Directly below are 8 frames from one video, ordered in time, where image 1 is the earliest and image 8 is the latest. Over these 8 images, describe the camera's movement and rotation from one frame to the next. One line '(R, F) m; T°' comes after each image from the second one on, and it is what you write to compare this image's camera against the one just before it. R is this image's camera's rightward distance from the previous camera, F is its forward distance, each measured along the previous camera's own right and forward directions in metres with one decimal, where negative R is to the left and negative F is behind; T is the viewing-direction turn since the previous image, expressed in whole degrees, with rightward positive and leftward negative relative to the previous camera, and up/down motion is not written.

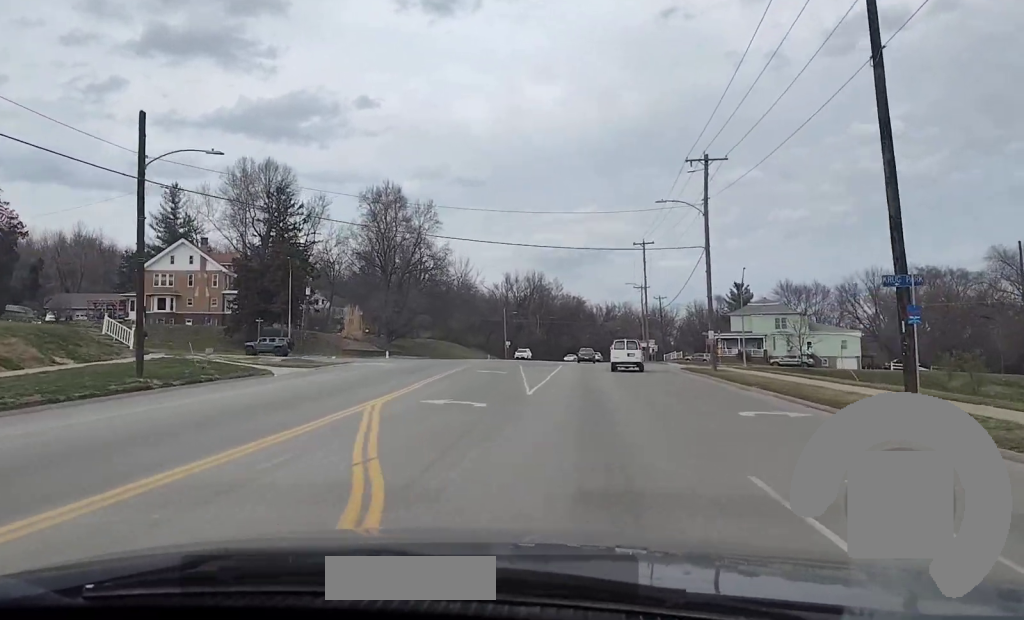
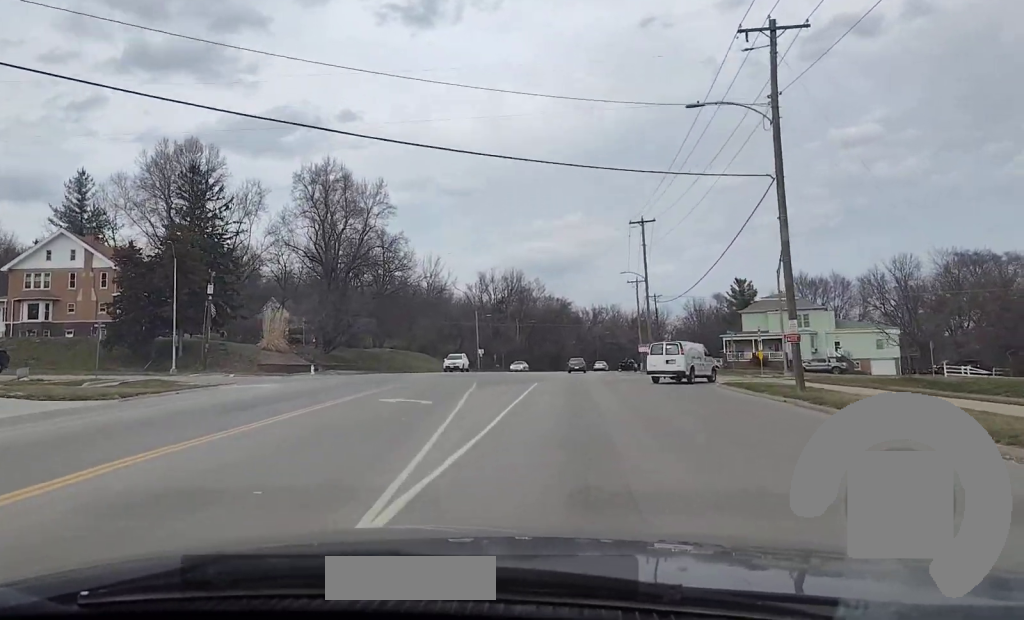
(0.0, +22.5) m; 0°
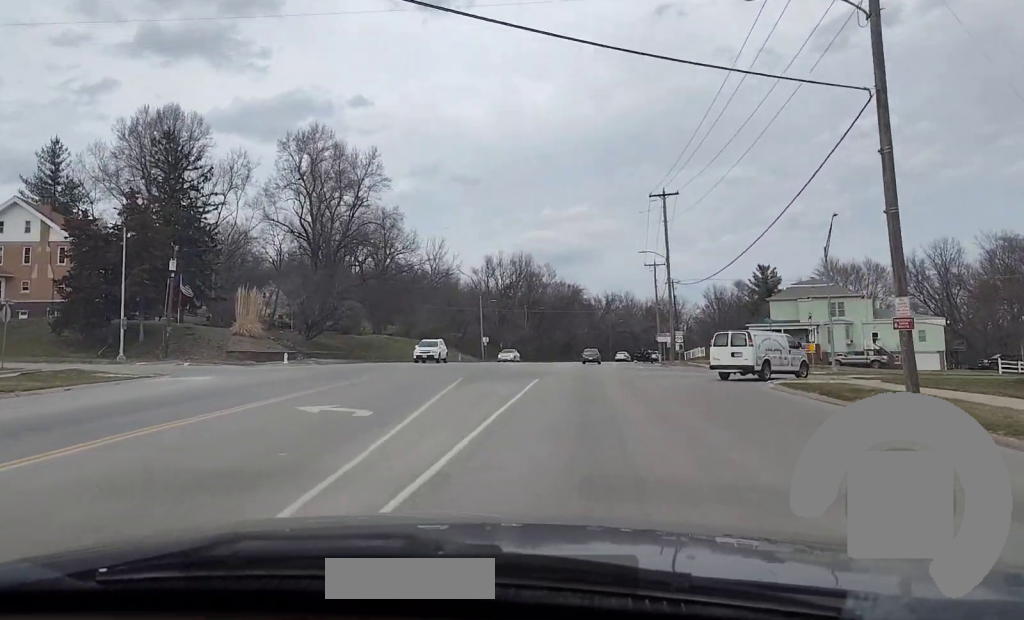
(0.0, +9.1) m; 0°
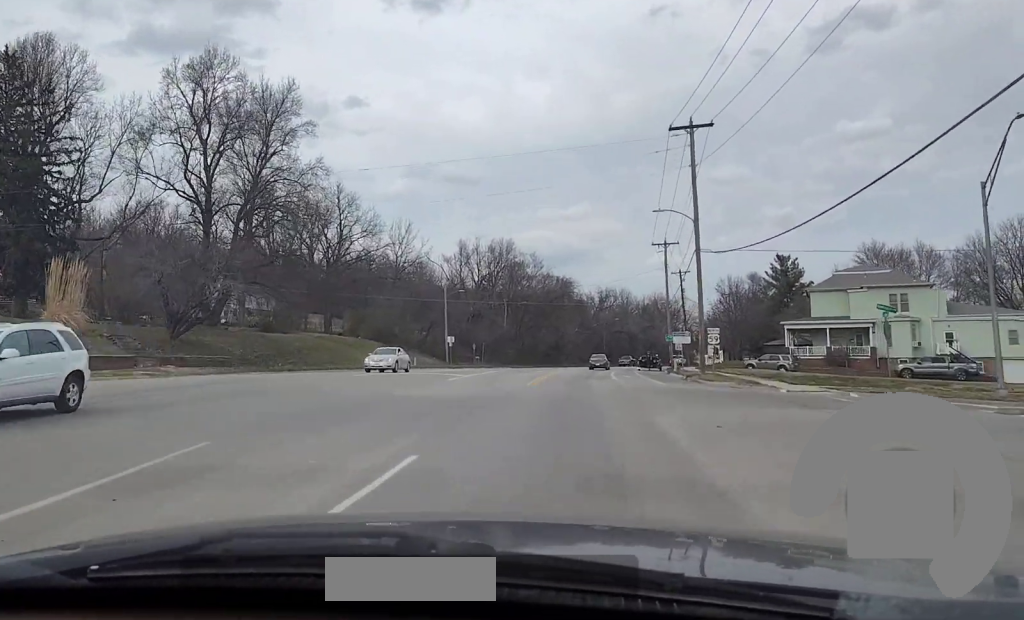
(+0.1, +23.7) m; +1°
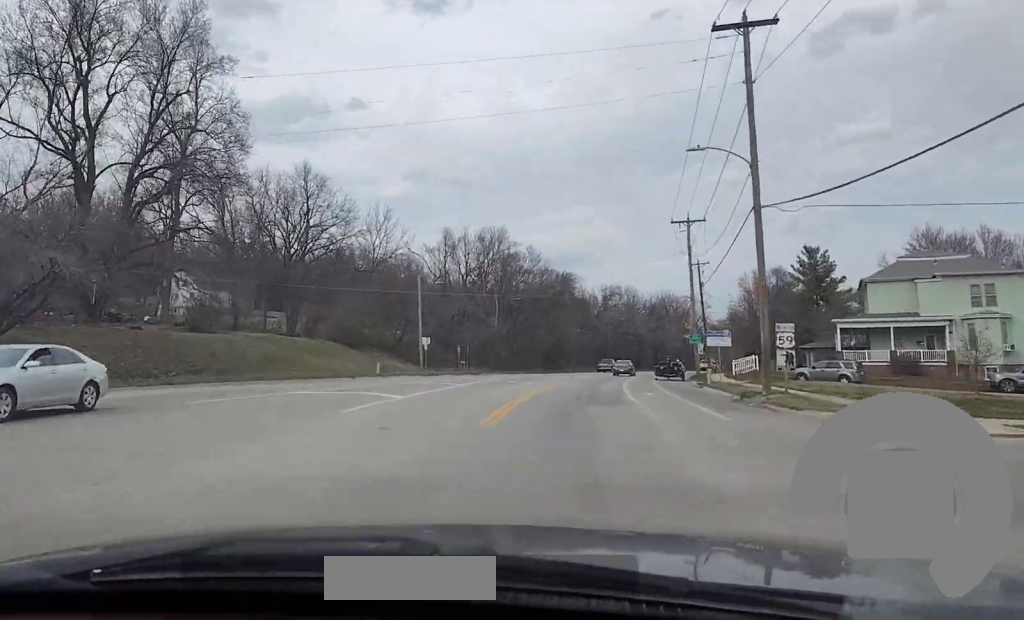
(+0.1, +16.1) m; 0°
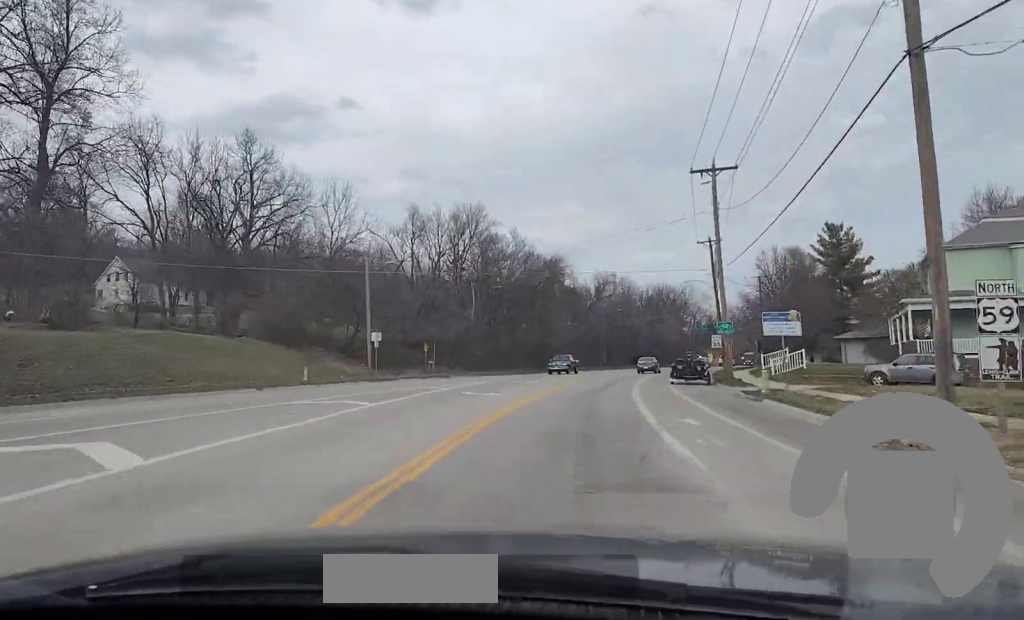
(0.0, +16.0) m; 0°
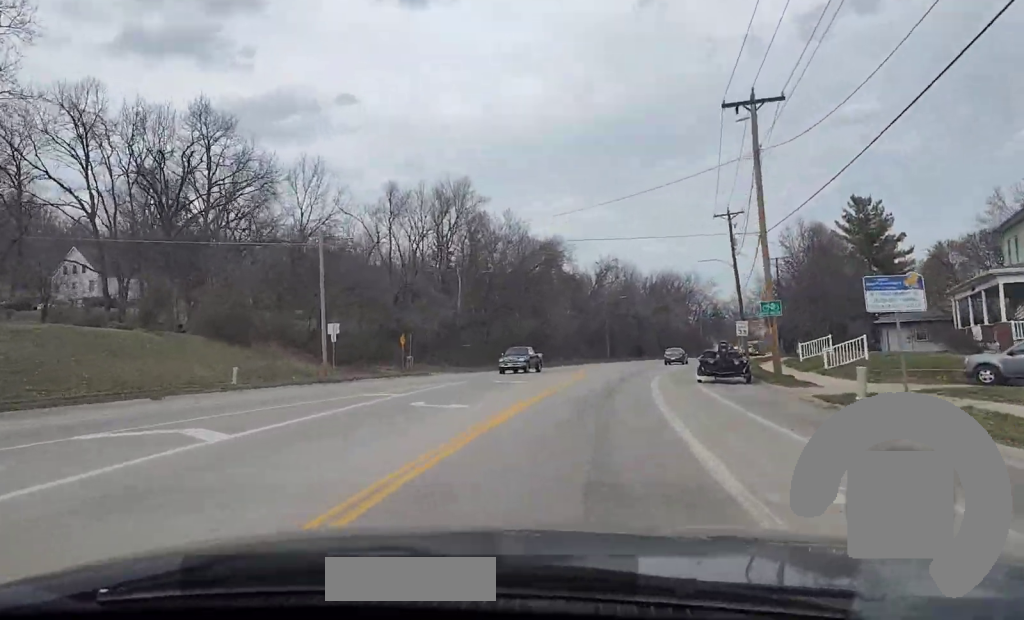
(0.0, +11.2) m; 0°
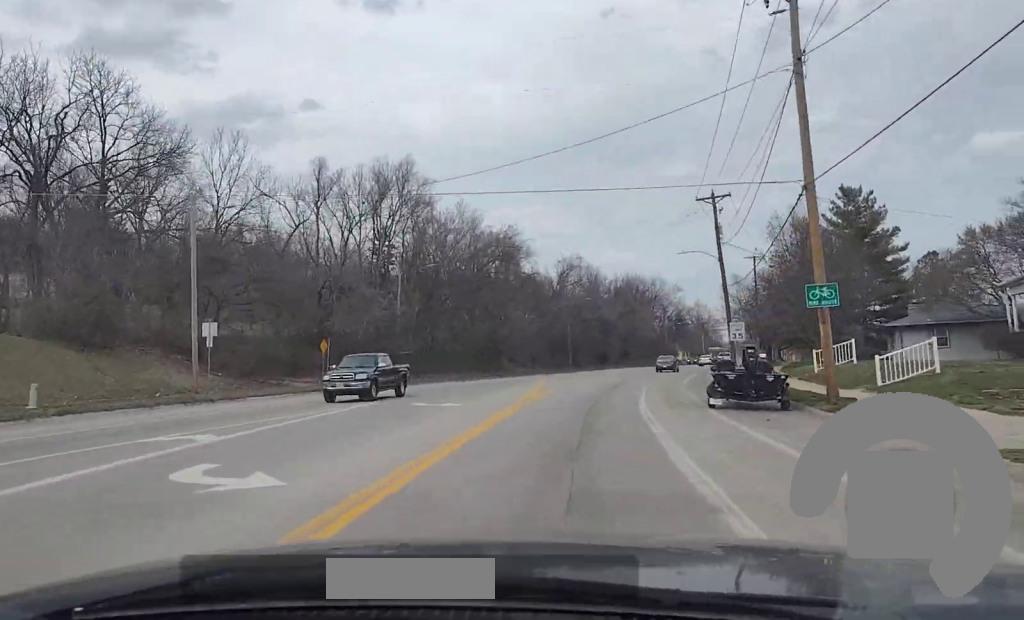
(0.0, +12.8) m; +1°
